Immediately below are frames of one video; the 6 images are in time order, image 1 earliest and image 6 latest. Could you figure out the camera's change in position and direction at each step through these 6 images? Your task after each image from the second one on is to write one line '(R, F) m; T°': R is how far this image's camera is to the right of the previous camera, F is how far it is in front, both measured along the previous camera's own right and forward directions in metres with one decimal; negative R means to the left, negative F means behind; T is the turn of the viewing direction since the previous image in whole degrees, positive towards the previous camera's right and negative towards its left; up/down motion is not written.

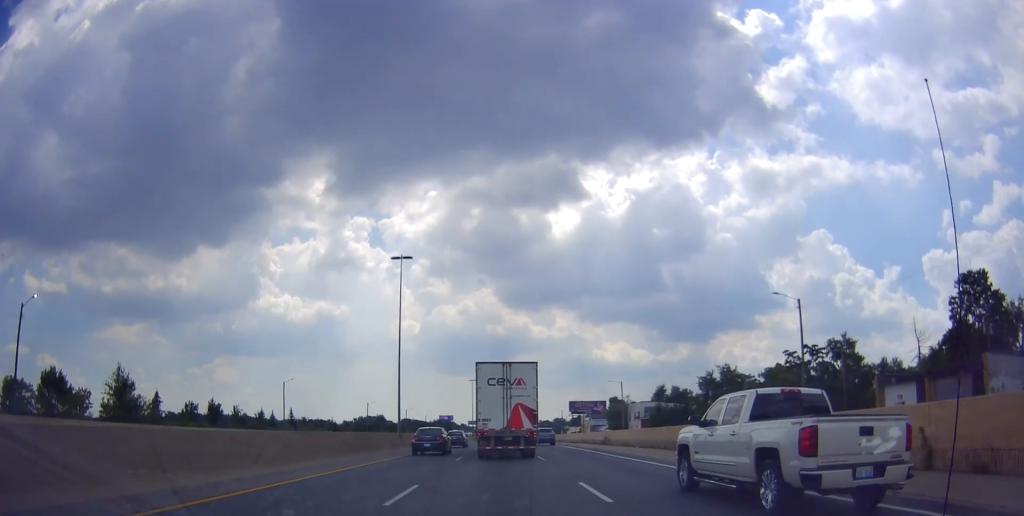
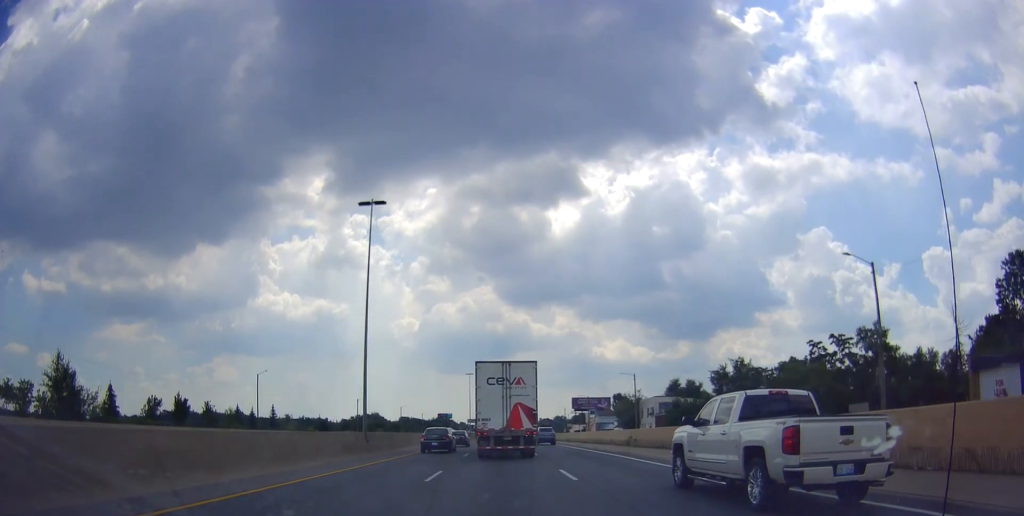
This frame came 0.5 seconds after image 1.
(-0.2, +10.4) m; 0°
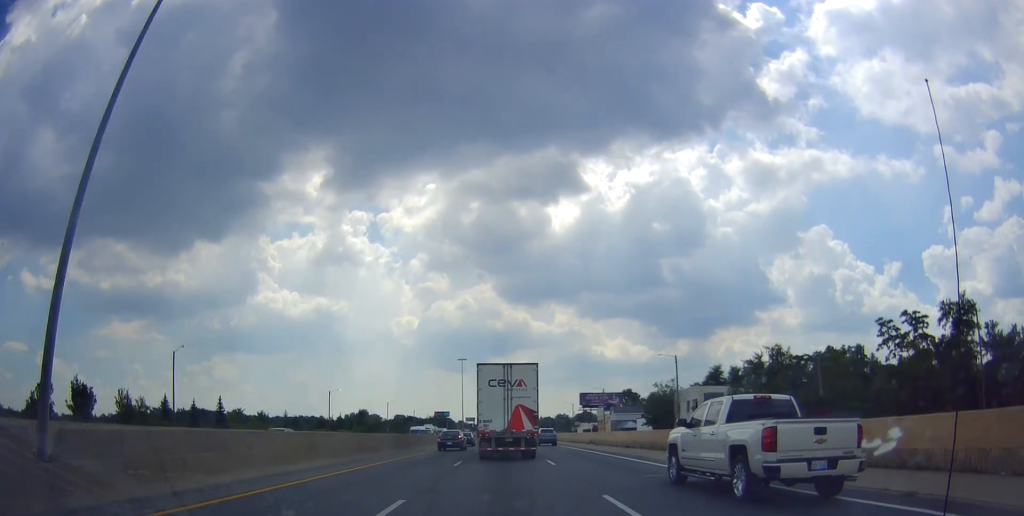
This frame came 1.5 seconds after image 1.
(+0.6, +23.1) m; 0°
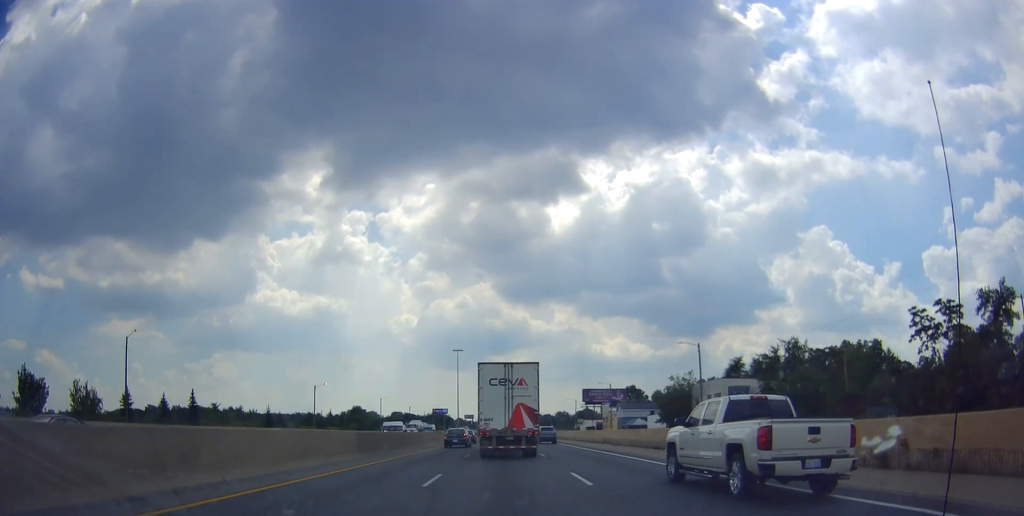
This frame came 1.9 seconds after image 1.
(0.0, +8.9) m; 0°
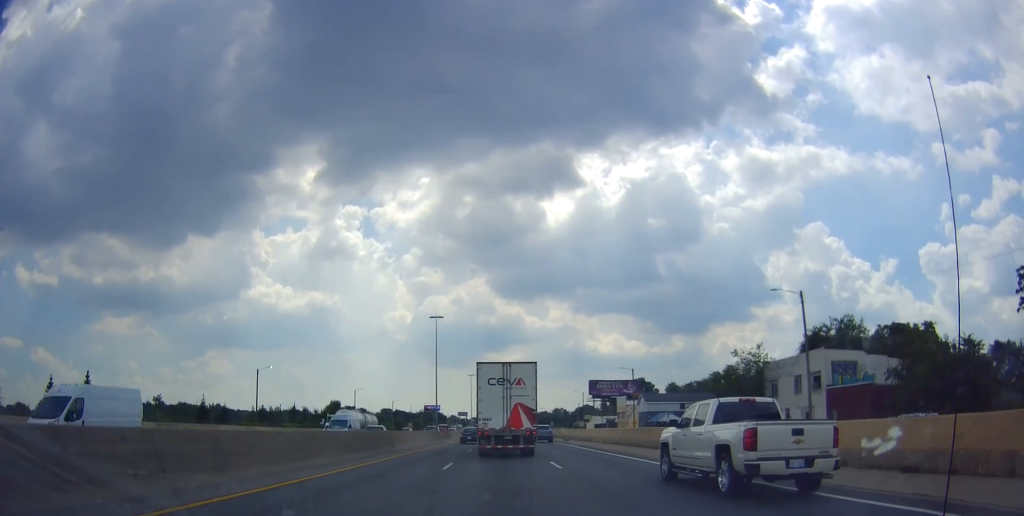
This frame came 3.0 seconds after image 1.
(-0.4, +24.4) m; +1°
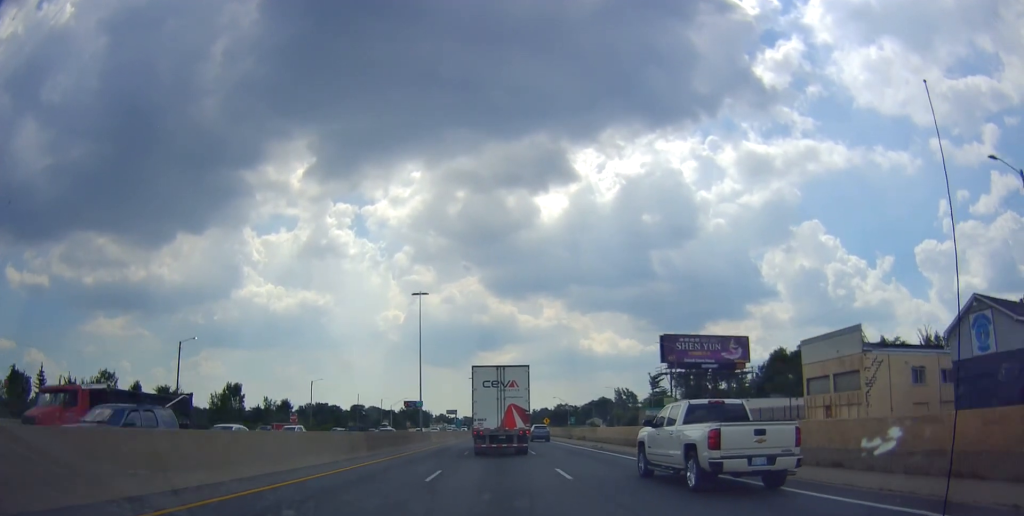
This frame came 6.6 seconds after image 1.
(+1.3, +81.4) m; +1°
